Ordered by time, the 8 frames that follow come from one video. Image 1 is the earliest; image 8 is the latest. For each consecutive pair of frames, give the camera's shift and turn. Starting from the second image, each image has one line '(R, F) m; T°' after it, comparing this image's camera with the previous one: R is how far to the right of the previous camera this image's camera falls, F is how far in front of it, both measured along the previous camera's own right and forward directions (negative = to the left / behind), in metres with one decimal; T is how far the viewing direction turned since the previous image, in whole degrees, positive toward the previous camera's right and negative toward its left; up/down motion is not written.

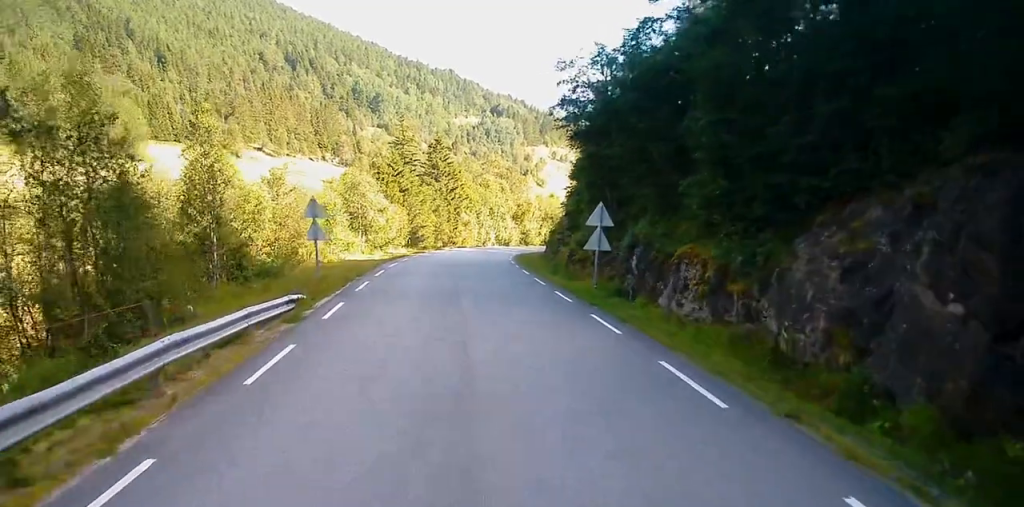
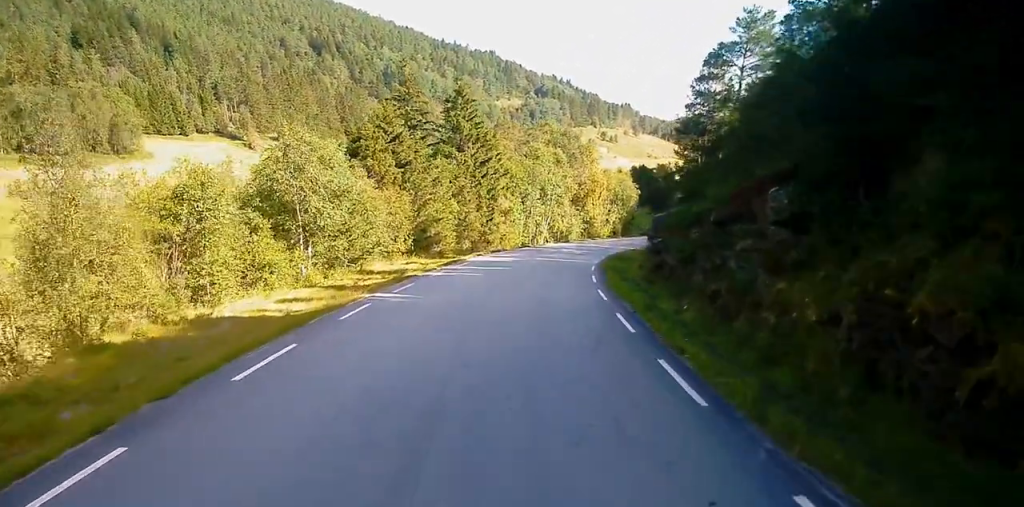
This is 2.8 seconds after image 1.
(-1.7, +29.1) m; -3°
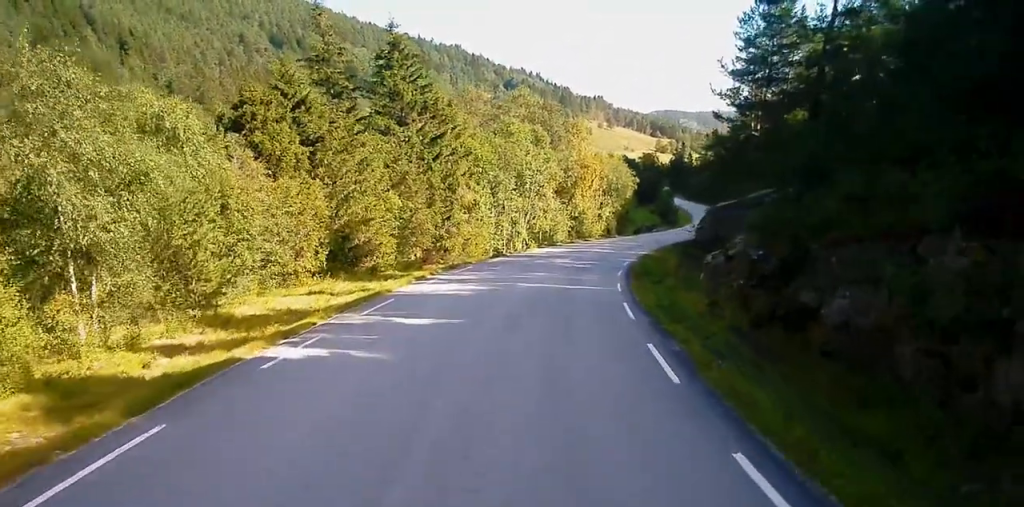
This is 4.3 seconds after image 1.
(+0.2, +16.6) m; +1°
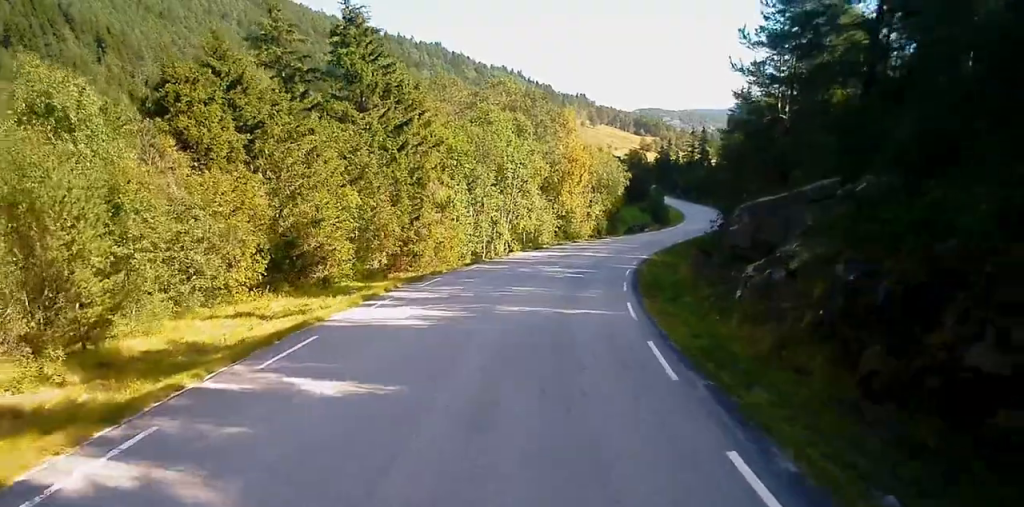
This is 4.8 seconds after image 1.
(0.0, +6.0) m; +1°
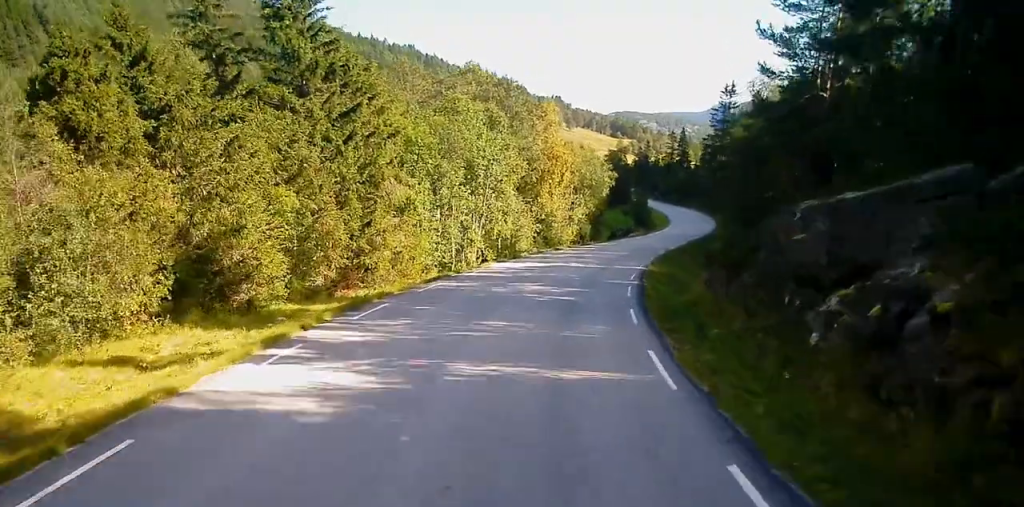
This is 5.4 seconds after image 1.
(-0.1, +6.2) m; +1°
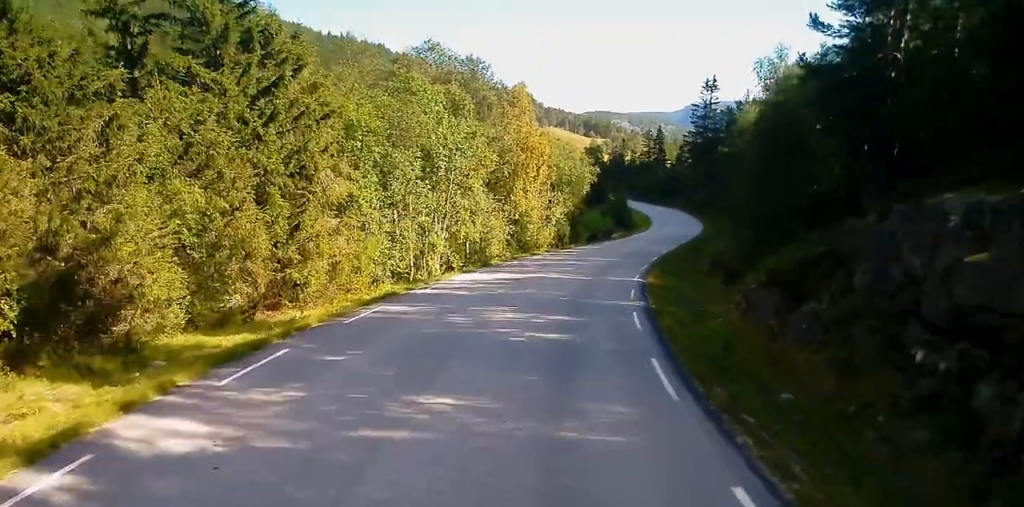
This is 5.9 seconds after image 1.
(+0.2, +6.3) m; +1°
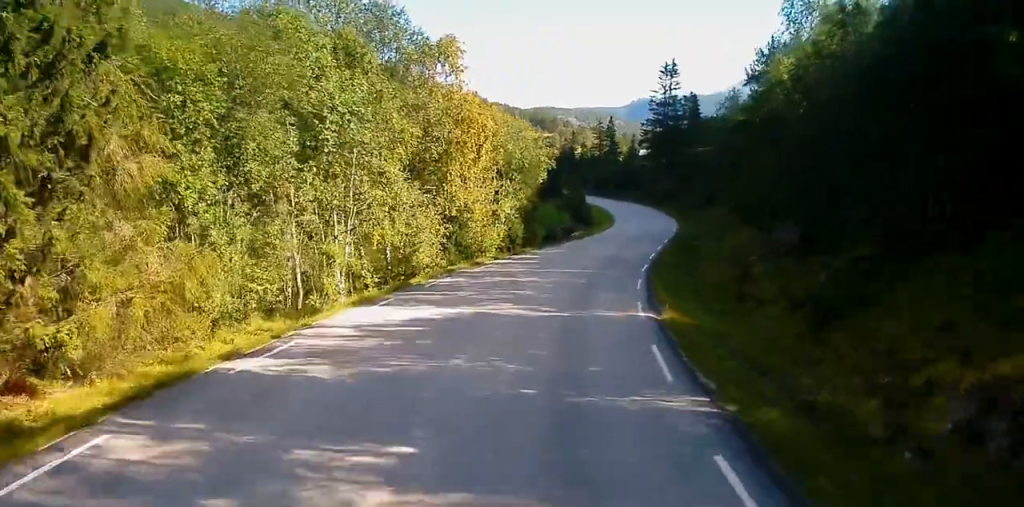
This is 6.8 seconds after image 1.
(+0.2, +11.0) m; +3°
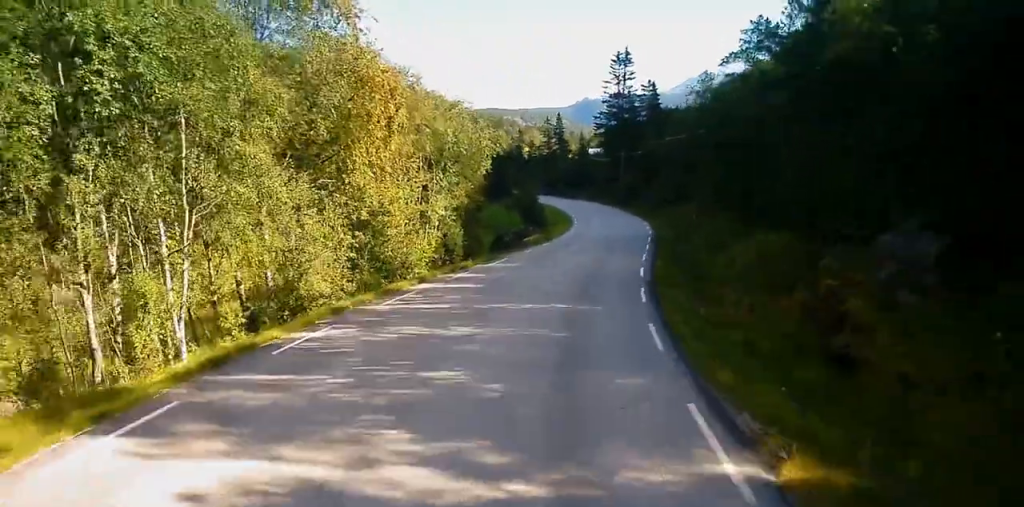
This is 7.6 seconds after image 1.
(+0.2, +9.9) m; +3°
